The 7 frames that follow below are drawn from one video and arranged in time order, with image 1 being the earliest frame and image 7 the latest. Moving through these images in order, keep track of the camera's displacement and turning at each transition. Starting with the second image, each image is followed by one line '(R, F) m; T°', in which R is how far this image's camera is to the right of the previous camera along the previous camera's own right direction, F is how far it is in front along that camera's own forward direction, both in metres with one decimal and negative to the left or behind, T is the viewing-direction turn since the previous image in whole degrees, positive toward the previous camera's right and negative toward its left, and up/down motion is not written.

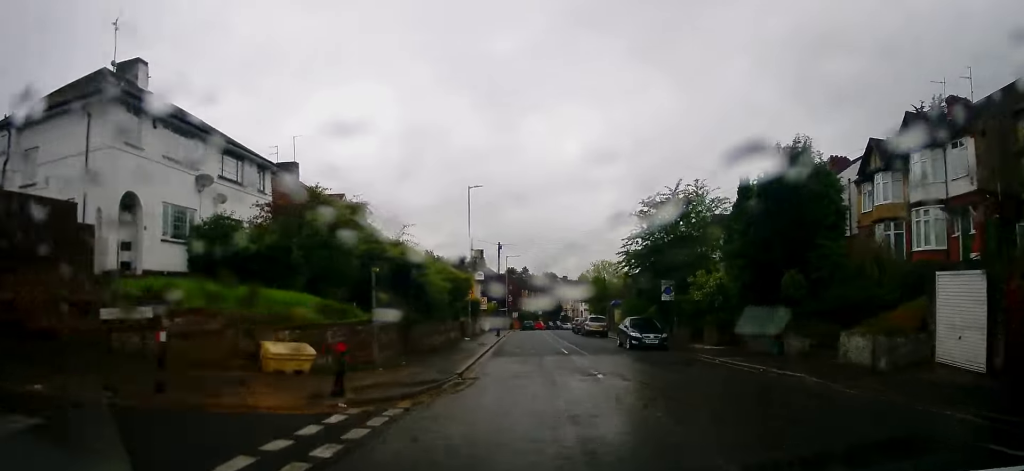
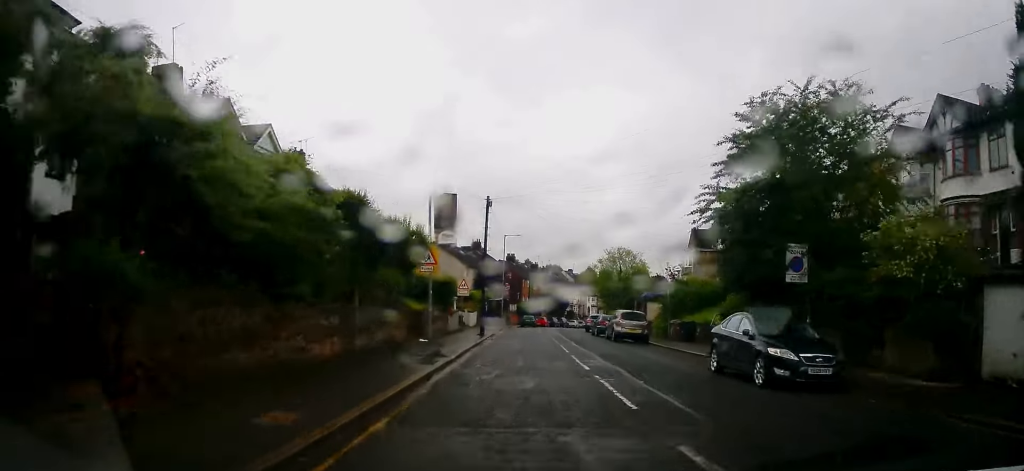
(-0.3, +15.9) m; -2°
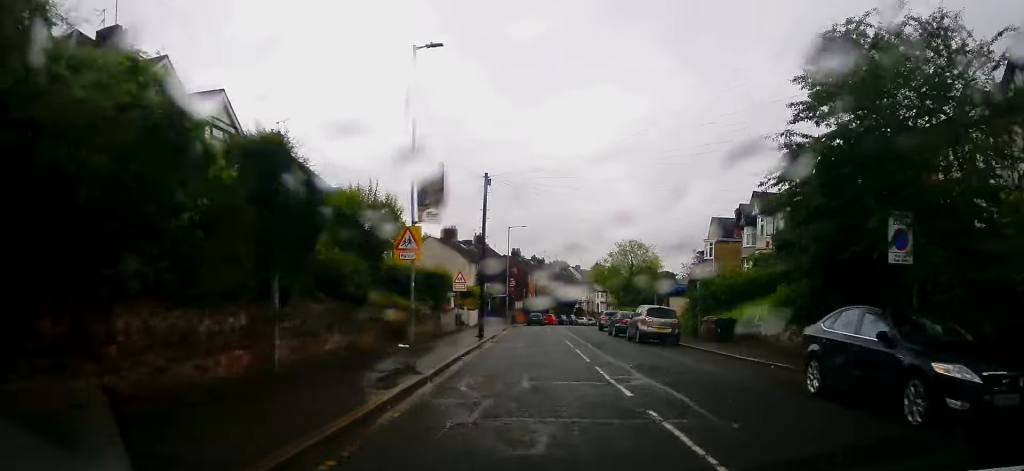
(0.0, +4.9) m; 0°
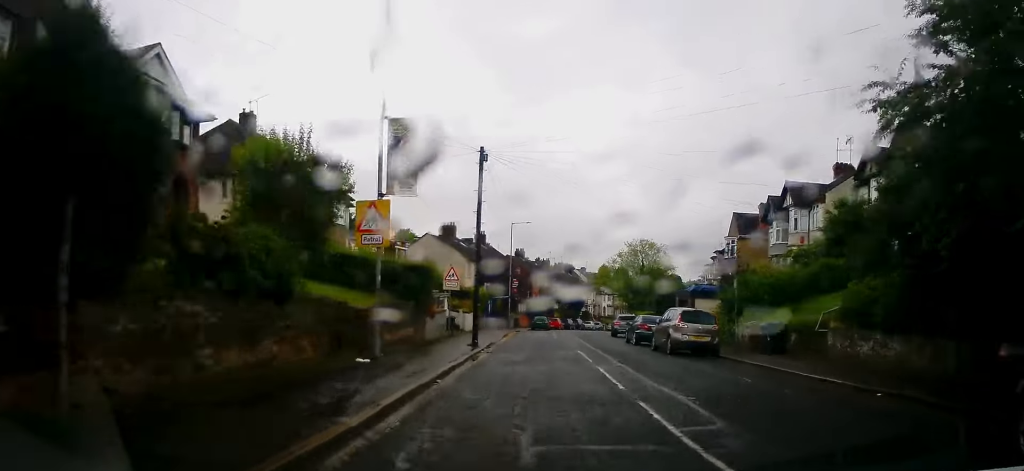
(0.0, +4.9) m; 0°
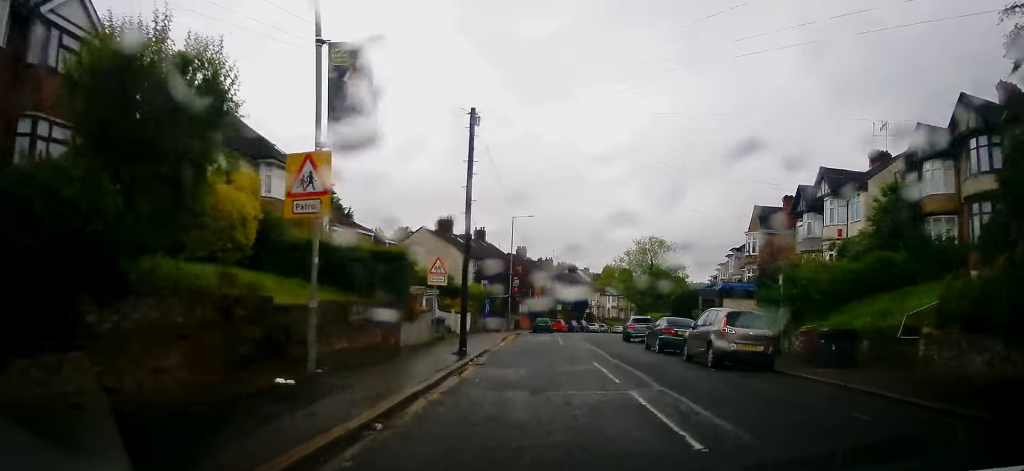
(-0.1, +4.5) m; 0°
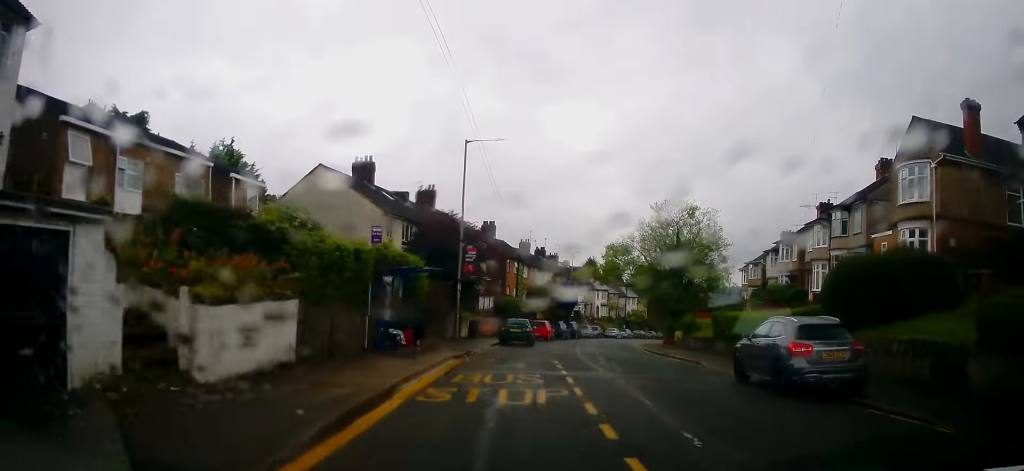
(+0.1, +23.6) m; +1°
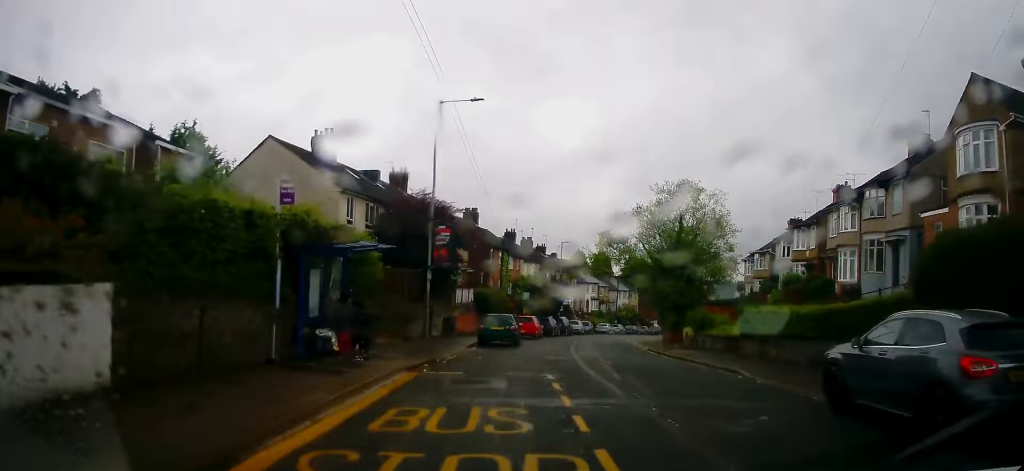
(+0.1, +5.3) m; +2°
